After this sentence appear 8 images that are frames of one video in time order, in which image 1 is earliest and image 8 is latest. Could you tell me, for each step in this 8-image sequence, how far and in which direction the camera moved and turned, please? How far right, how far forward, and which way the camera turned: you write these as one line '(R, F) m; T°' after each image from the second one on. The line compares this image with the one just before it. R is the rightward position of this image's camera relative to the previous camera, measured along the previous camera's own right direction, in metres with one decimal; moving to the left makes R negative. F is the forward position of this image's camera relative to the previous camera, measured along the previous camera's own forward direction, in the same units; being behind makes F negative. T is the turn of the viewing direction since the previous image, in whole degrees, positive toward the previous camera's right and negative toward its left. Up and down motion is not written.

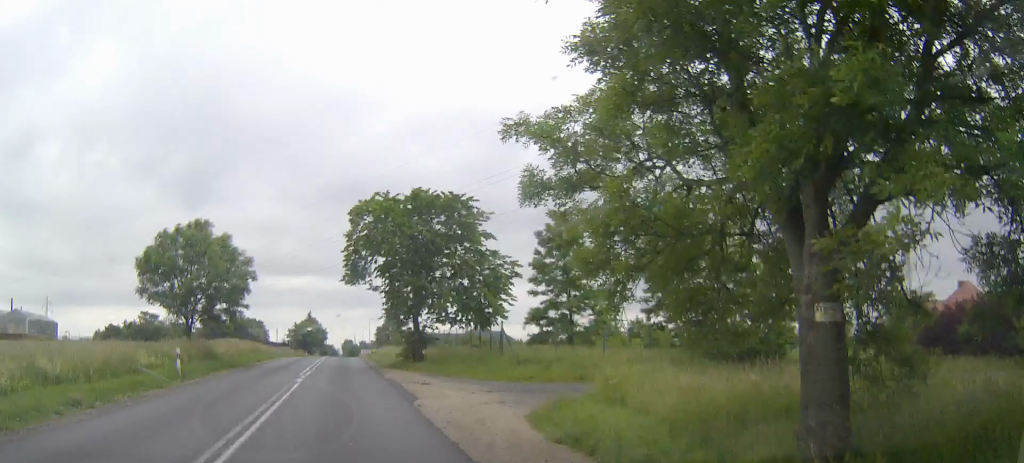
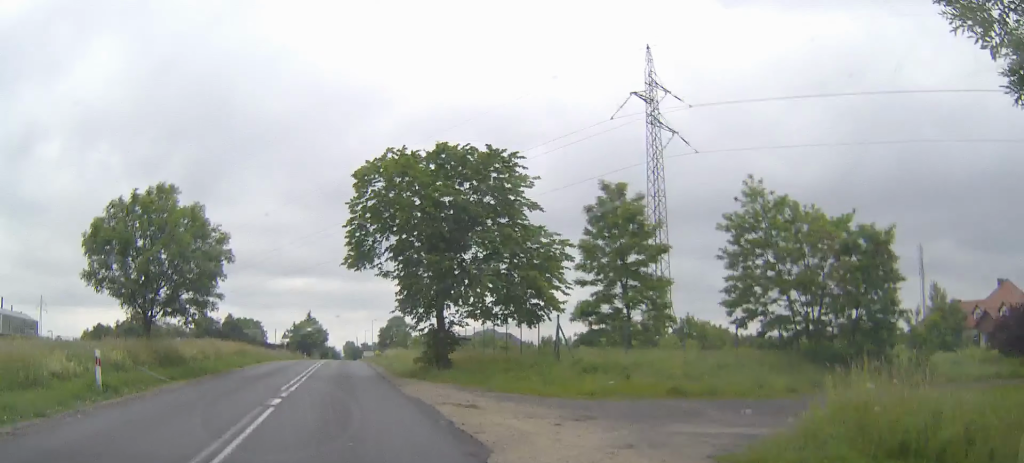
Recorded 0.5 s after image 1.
(0.0, +8.8) m; 0°
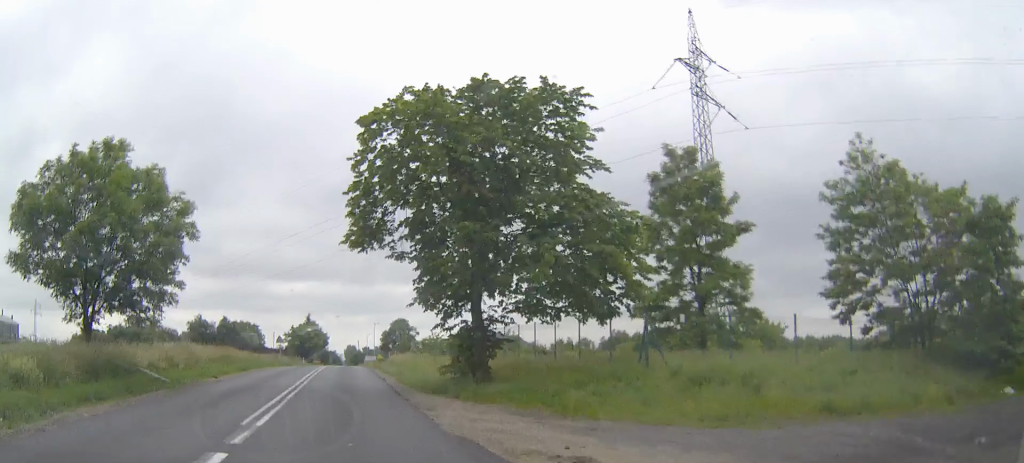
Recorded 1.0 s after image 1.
(0.0, +8.1) m; 0°
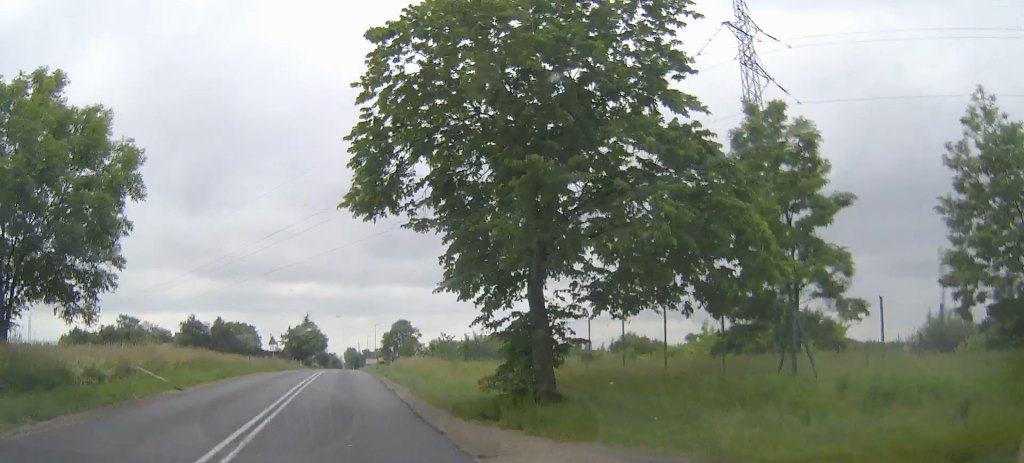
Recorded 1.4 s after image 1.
(0.0, +6.7) m; 0°
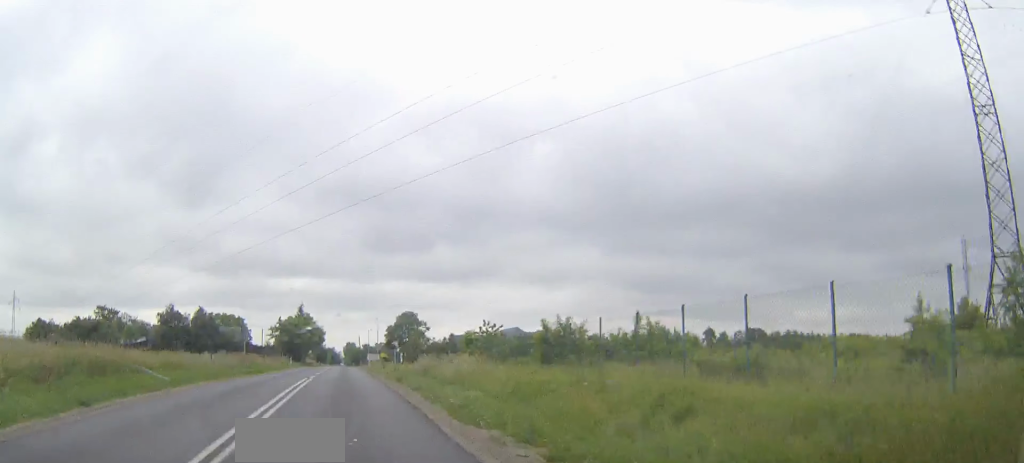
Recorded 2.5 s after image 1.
(0.0, +17.8) m; 0°
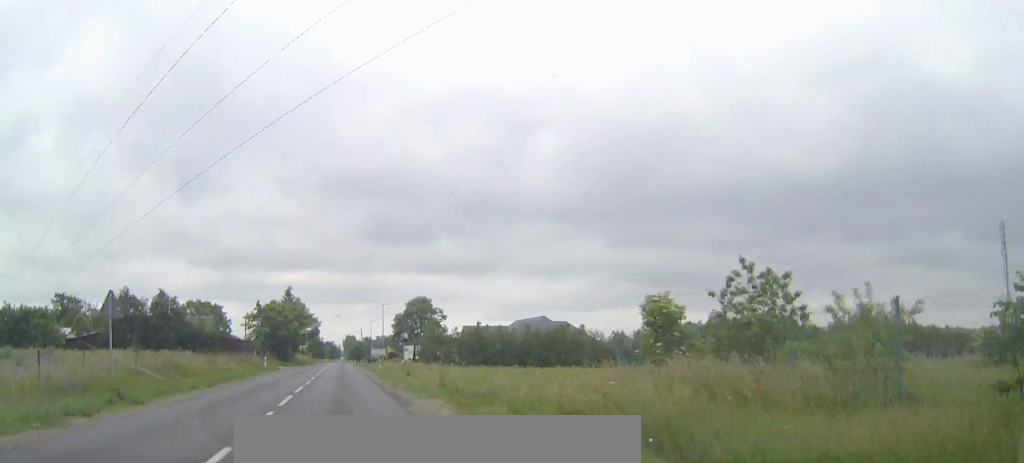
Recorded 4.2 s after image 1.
(-0.1, +27.7) m; 0°
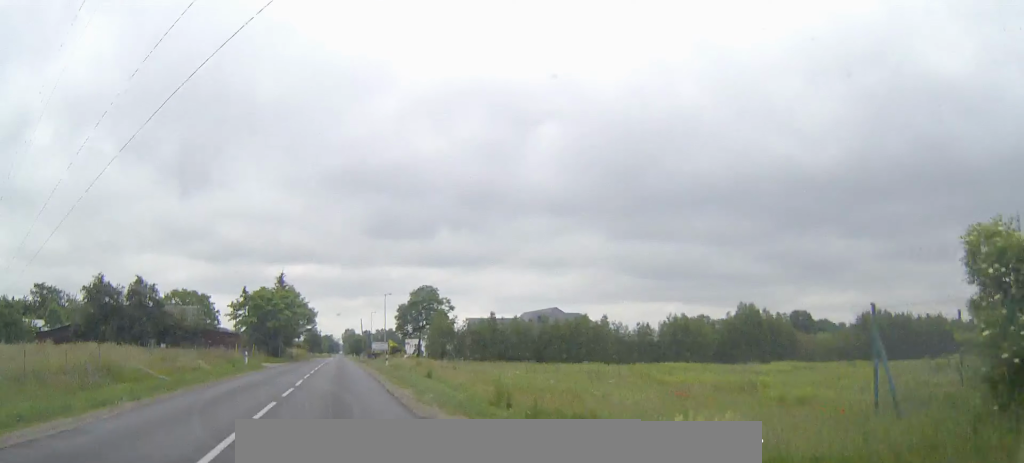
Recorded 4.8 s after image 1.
(0.0, +10.2) m; 0°
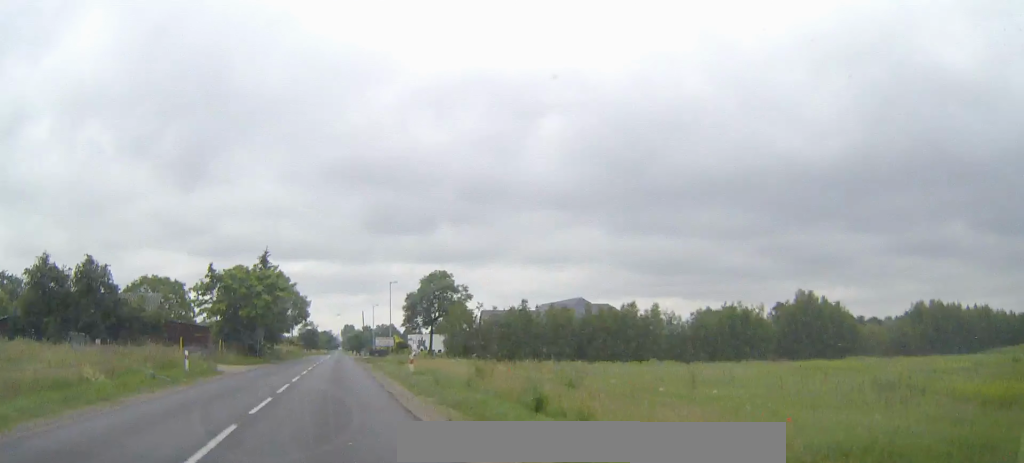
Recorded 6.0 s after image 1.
(+0.1, +17.8) m; 0°
